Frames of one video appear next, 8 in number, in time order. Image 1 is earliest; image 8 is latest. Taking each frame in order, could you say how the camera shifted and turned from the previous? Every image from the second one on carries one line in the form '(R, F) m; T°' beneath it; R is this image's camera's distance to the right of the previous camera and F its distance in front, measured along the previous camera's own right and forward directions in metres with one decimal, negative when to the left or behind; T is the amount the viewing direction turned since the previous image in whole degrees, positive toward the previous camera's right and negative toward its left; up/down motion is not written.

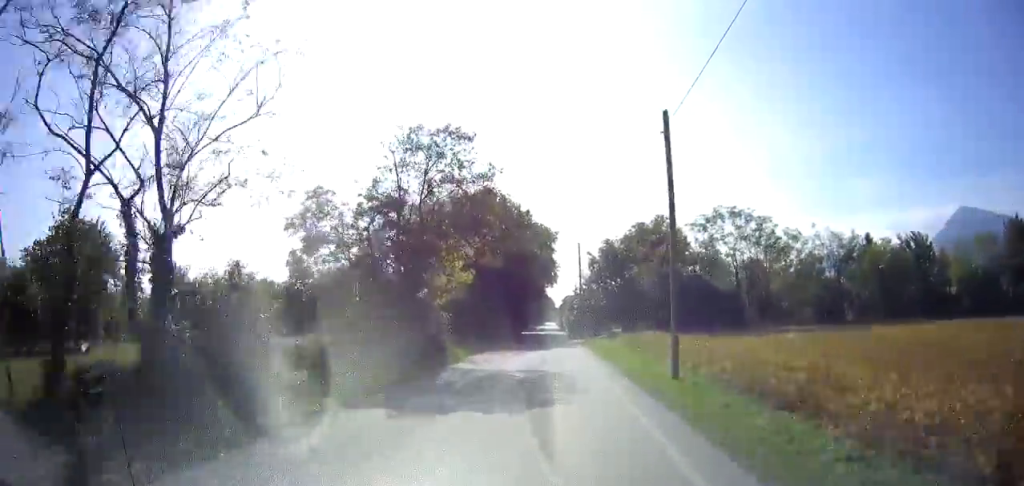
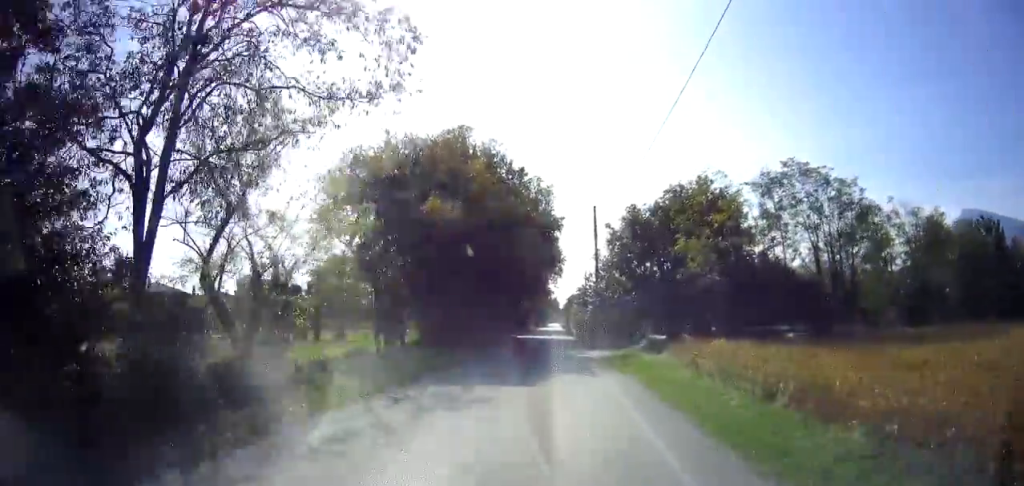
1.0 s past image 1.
(0.0, +14.4) m; 0°
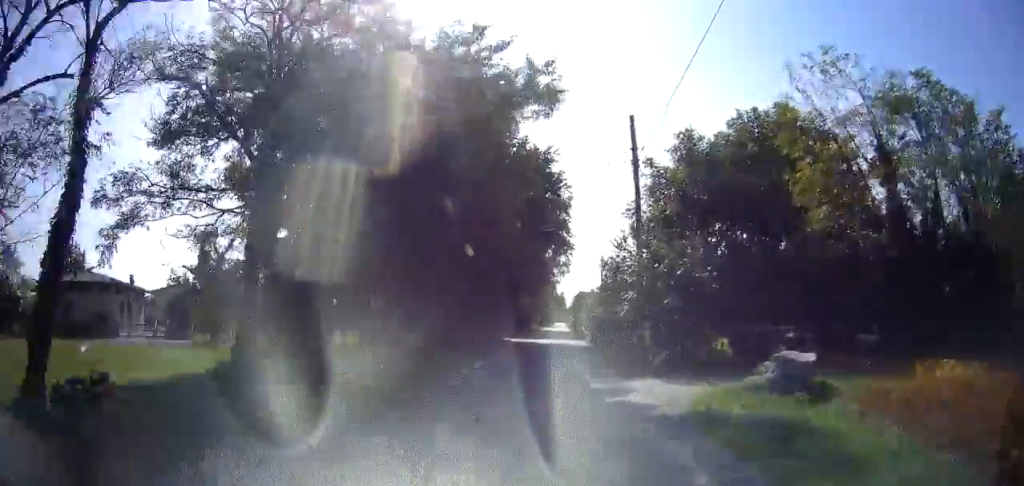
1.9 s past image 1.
(-0.1, +13.7) m; 0°
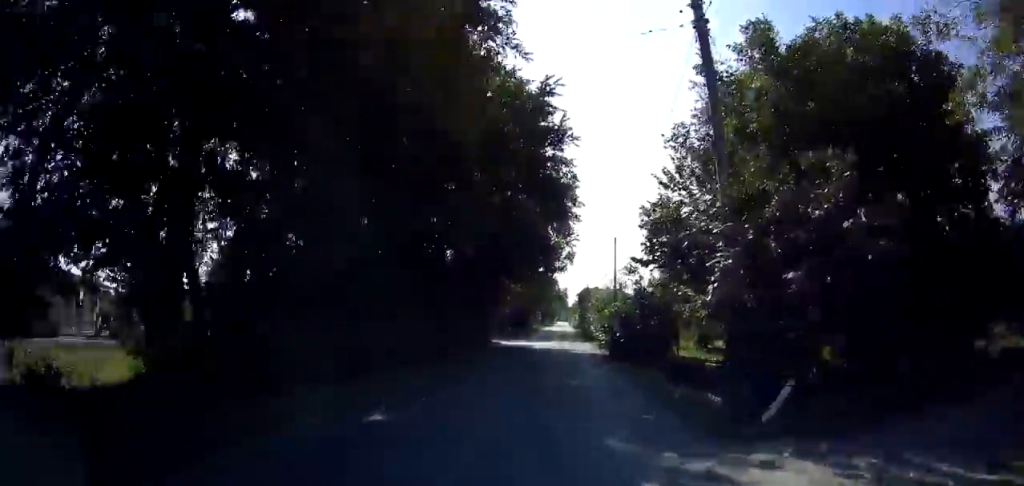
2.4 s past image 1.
(0.0, +8.3) m; 0°
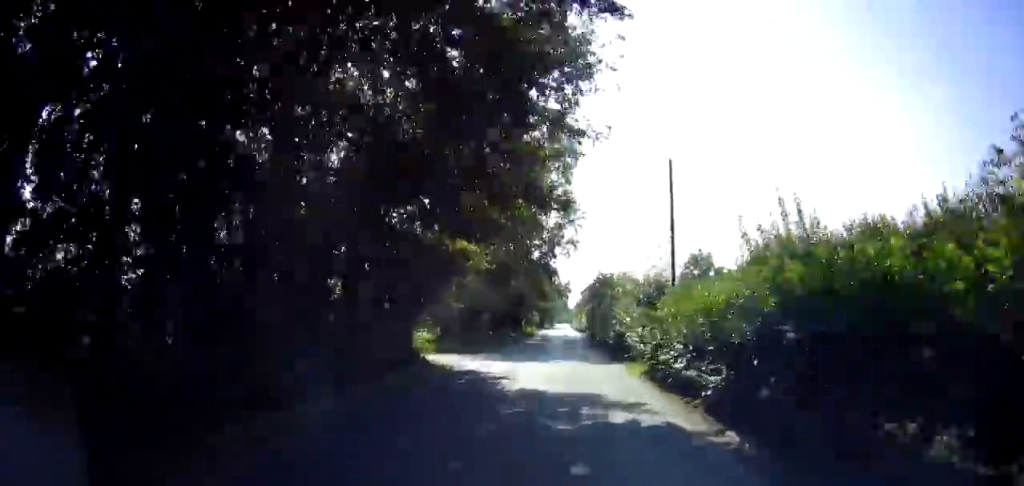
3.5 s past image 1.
(+0.1, +17.3) m; 0°
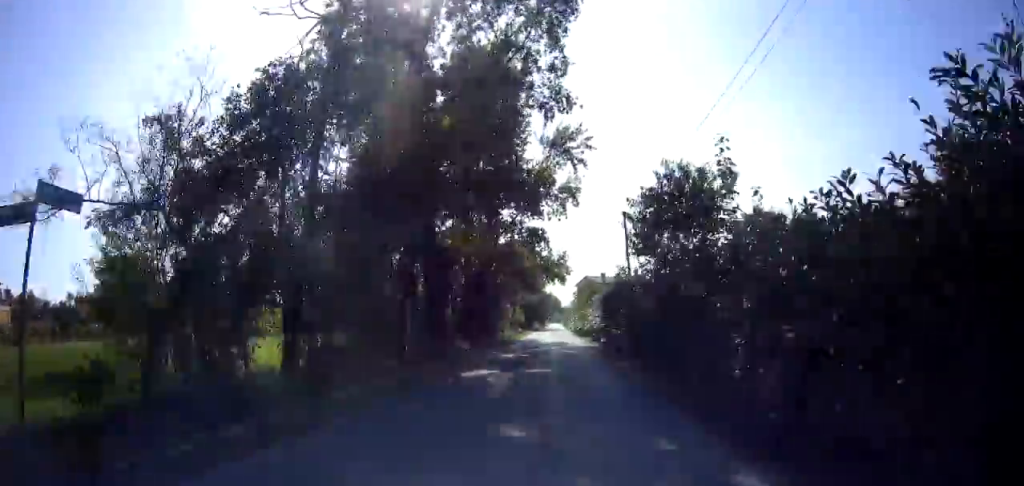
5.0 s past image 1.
(0.0, +23.4) m; 0°
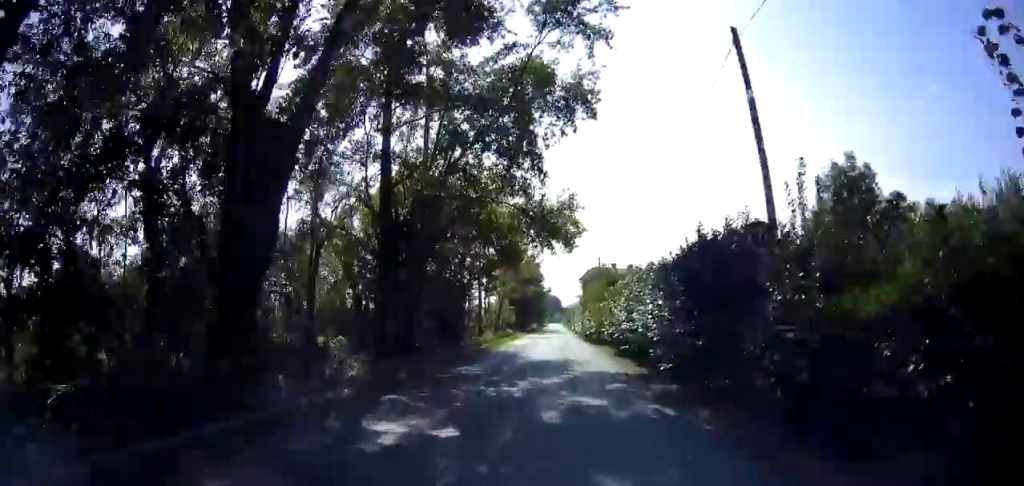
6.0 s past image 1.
(0.0, +16.7) m; 0°
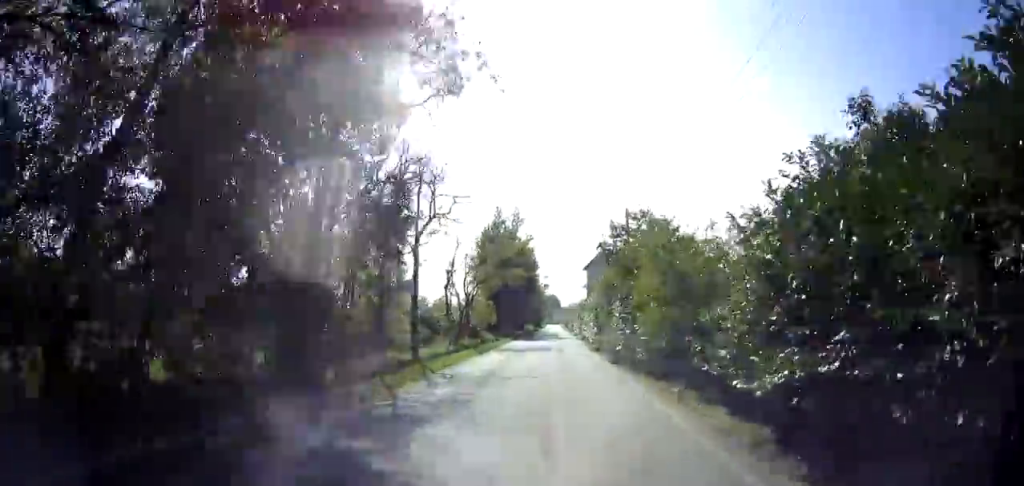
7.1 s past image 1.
(0.0, +18.1) m; 0°
